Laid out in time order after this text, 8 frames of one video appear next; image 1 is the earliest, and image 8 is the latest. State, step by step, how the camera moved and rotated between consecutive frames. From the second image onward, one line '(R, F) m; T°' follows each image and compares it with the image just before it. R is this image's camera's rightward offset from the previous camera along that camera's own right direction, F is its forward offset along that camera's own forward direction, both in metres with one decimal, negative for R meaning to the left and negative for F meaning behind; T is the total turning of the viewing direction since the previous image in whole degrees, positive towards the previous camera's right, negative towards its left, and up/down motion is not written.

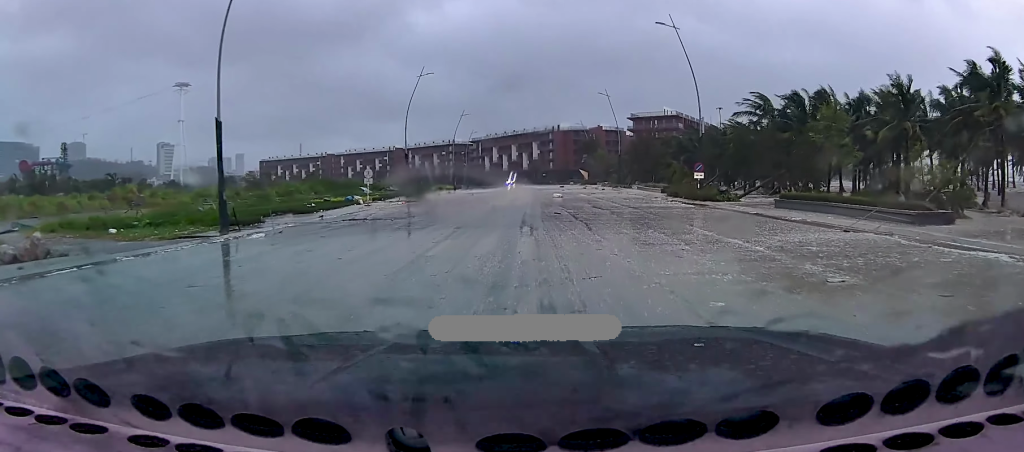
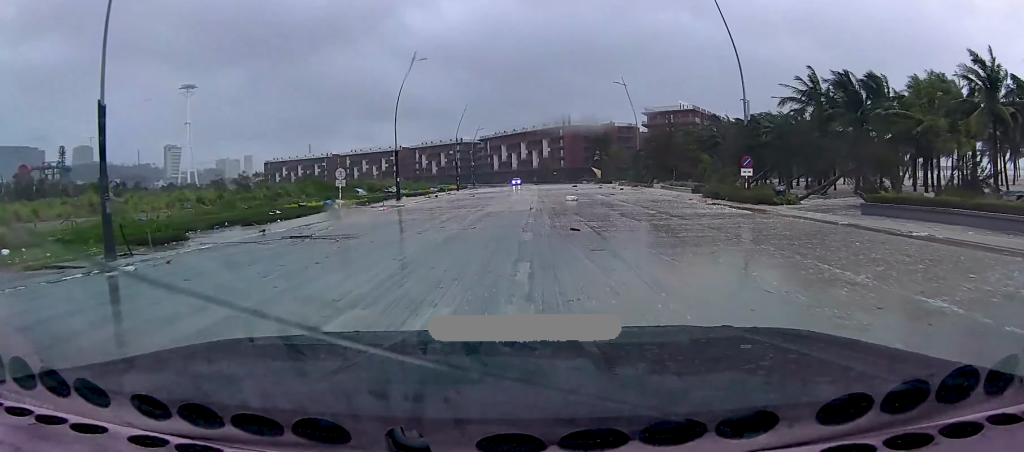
(+0.2, +8.4) m; 0°
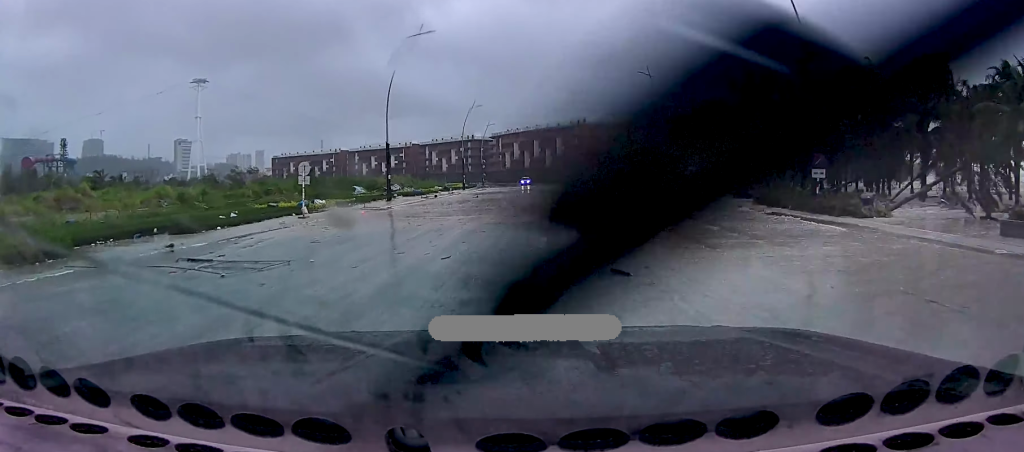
(-0.1, +7.8) m; -2°
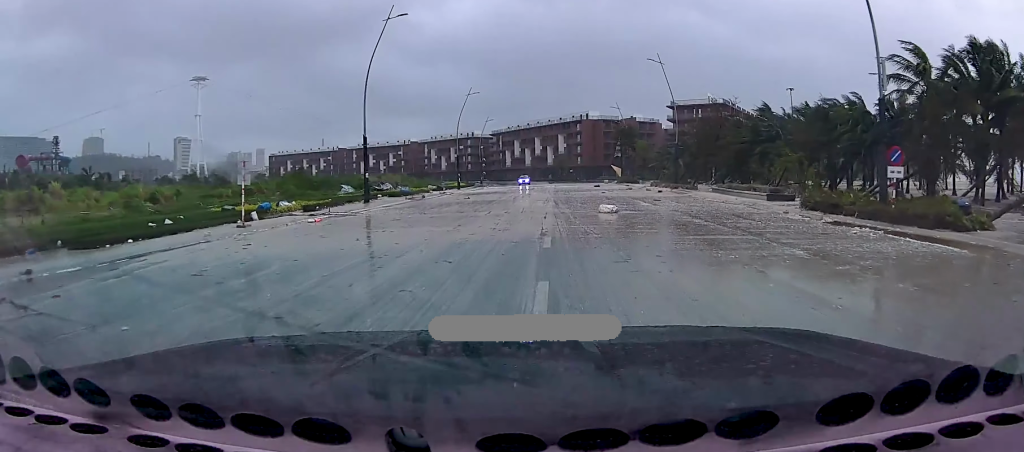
(-0.1, +6.4) m; -2°
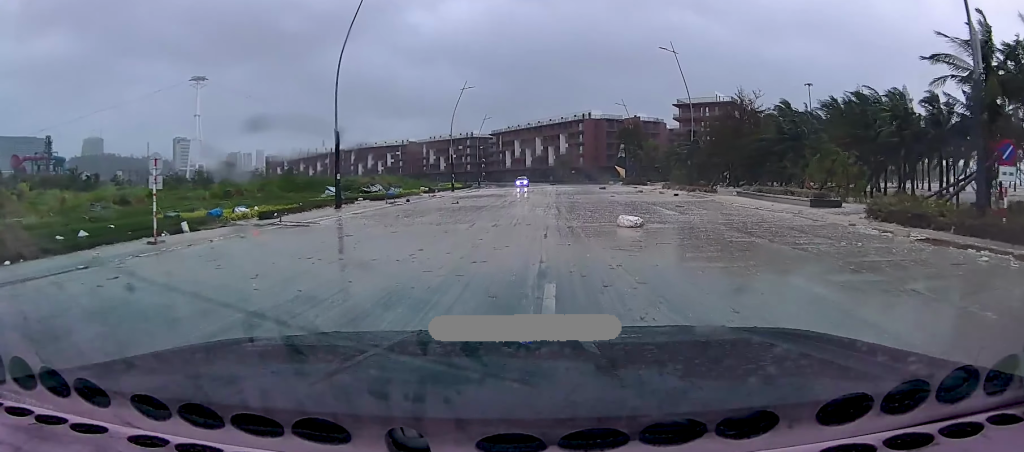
(-0.2, +6.0) m; 0°
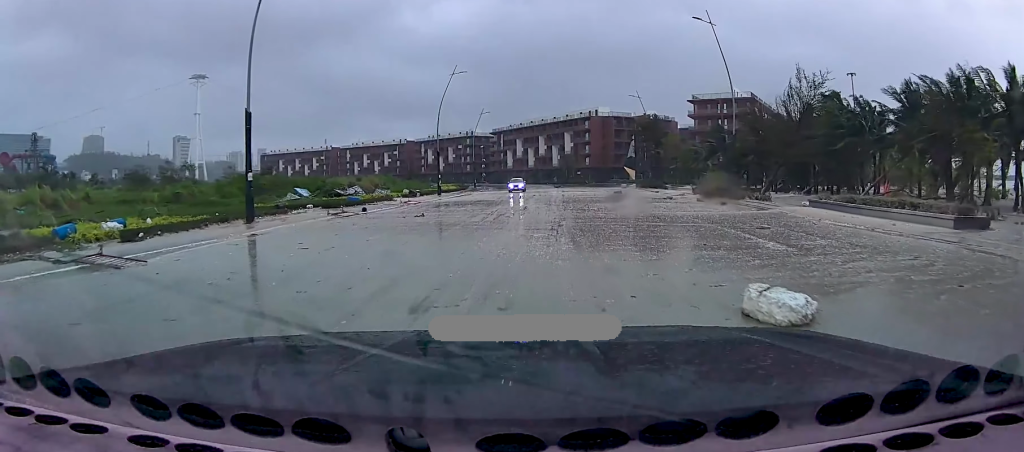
(+0.5, +11.4) m; +4°
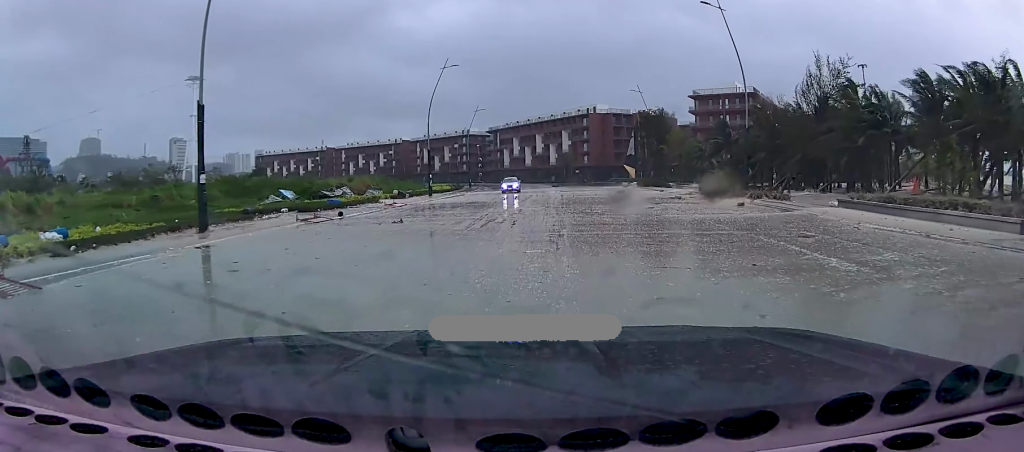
(0.0, +3.6) m; +1°
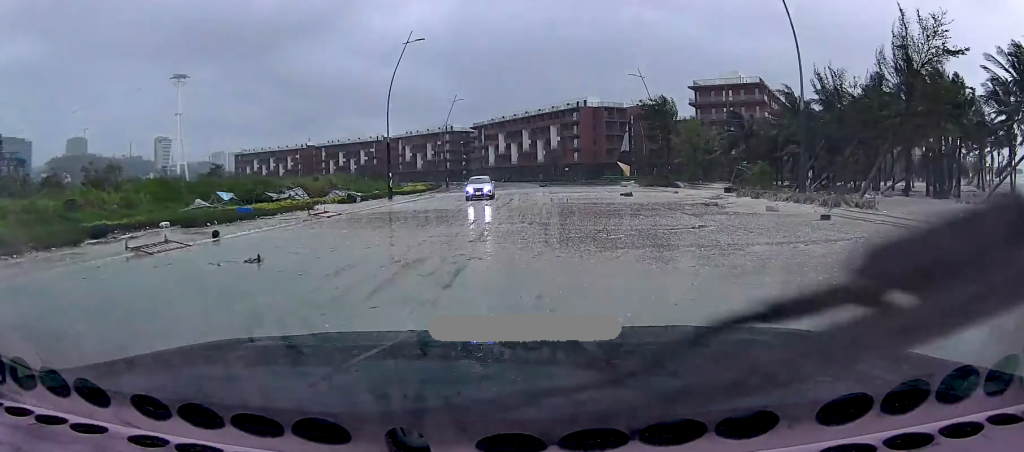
(-0.1, +11.5) m; -1°
